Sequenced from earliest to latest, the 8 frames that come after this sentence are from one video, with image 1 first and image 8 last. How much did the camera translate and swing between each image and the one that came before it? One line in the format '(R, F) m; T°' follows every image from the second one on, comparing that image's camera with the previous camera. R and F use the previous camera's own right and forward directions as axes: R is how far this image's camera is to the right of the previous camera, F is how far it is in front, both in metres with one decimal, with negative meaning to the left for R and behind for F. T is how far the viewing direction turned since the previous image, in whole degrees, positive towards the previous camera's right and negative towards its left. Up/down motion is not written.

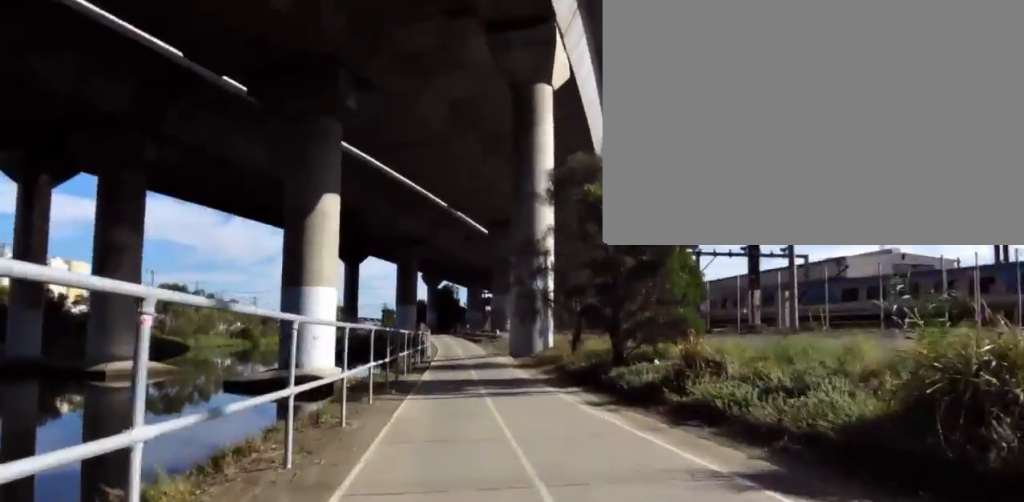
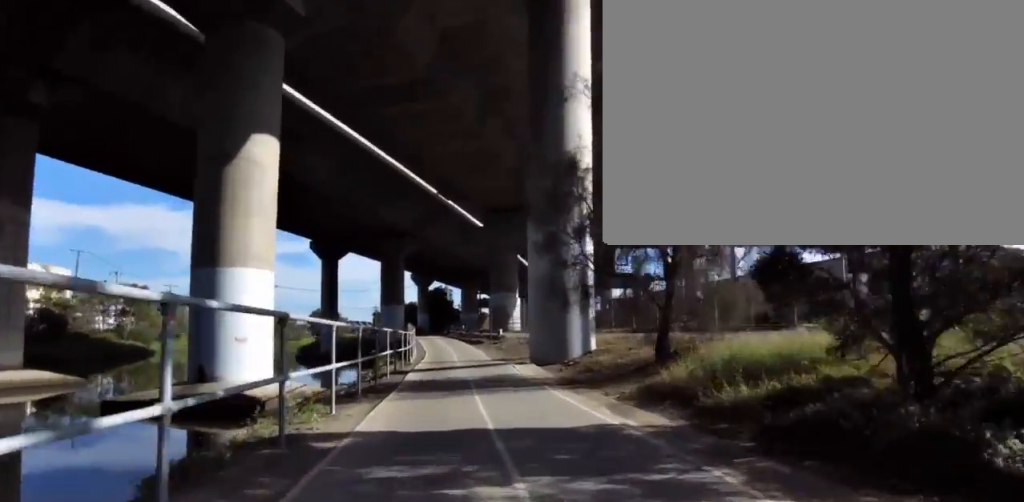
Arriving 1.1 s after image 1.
(+0.7, +9.2) m; +5°
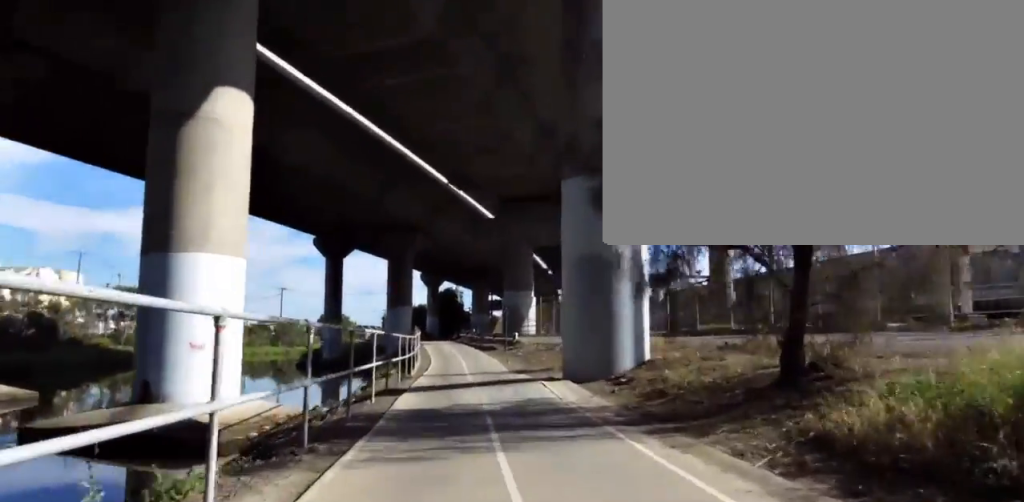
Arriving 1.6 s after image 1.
(0.0, +4.1) m; 0°
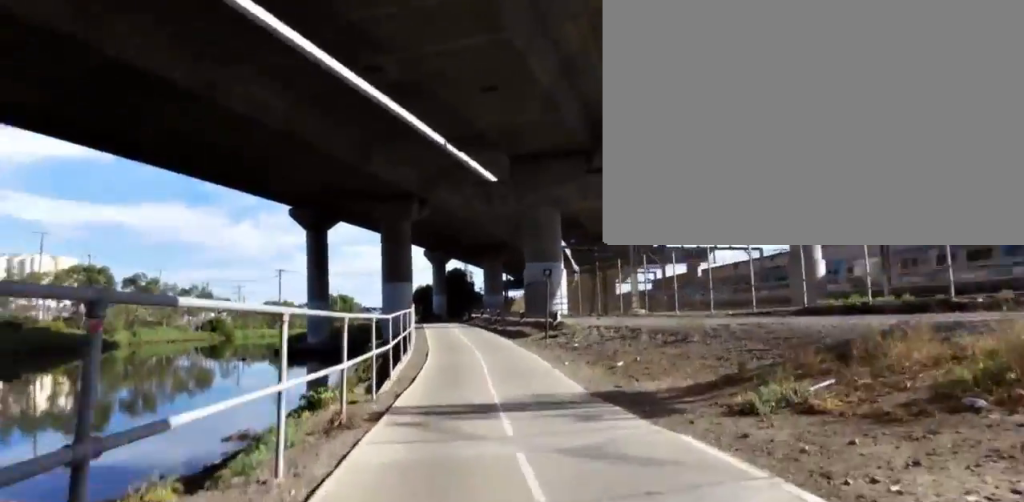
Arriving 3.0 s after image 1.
(-1.0, +11.5) m; -8°
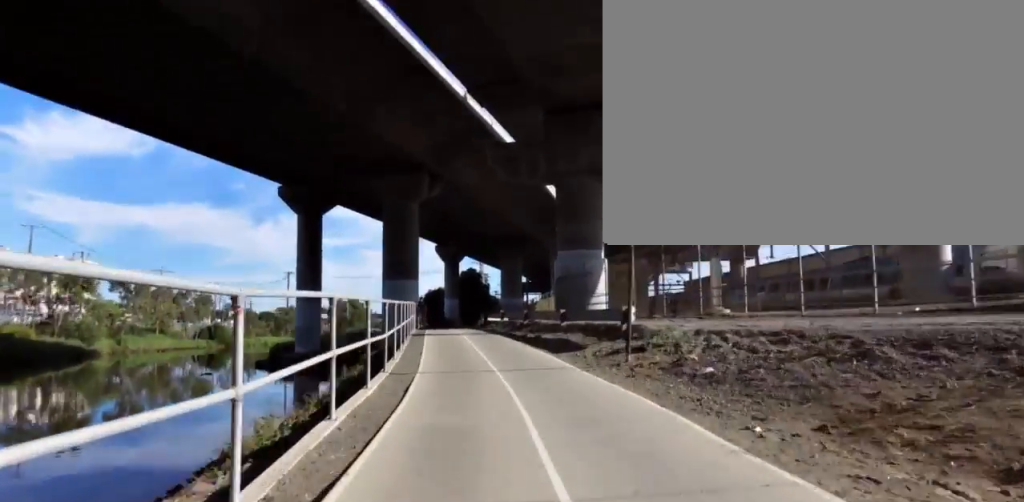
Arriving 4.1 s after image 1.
(-0.1, +8.7) m; +4°
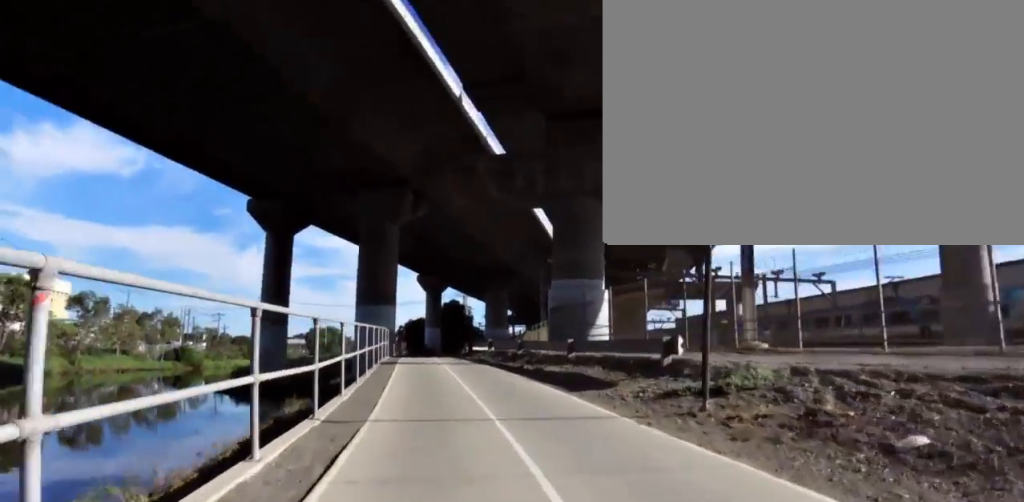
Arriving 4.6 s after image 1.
(+0.3, +4.1) m; +4°
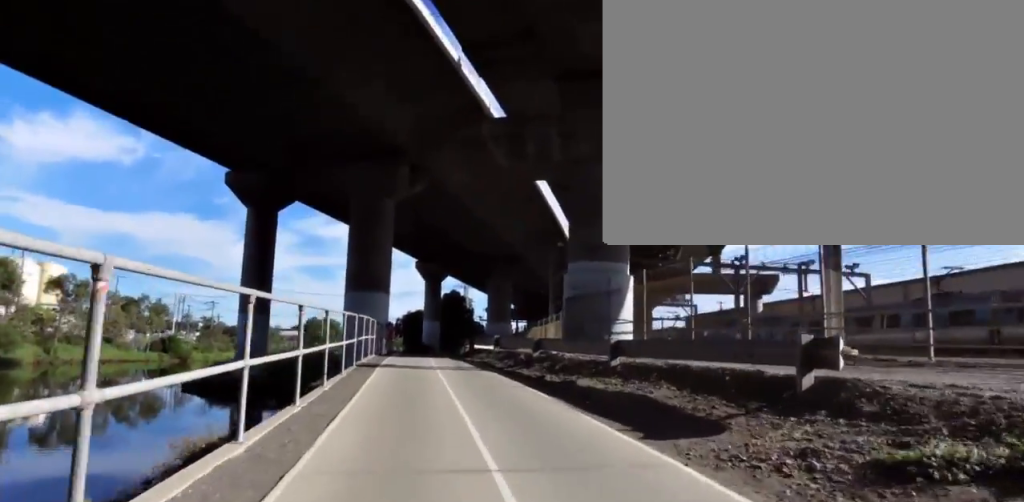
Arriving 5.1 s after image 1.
(0.0, +4.5) m; +5°
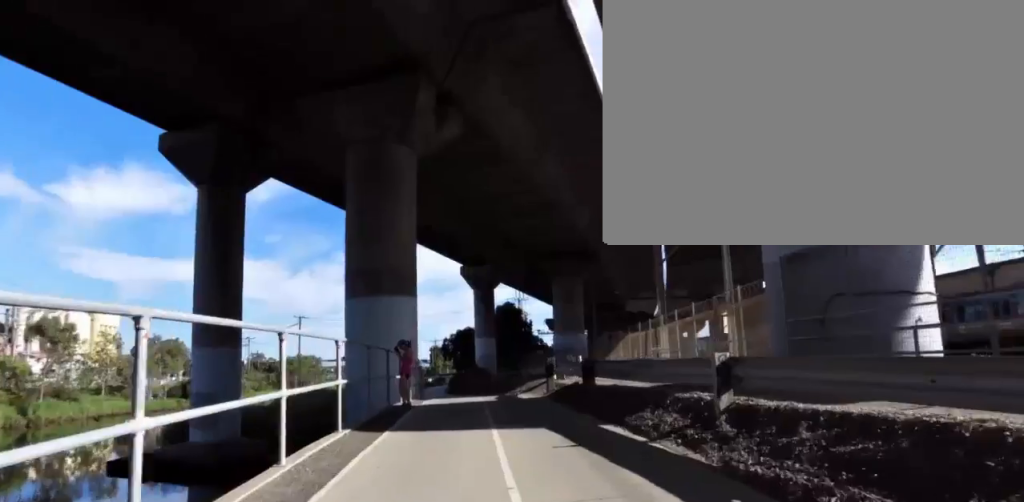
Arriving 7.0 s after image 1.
(+2.2, +15.1) m; +3°
